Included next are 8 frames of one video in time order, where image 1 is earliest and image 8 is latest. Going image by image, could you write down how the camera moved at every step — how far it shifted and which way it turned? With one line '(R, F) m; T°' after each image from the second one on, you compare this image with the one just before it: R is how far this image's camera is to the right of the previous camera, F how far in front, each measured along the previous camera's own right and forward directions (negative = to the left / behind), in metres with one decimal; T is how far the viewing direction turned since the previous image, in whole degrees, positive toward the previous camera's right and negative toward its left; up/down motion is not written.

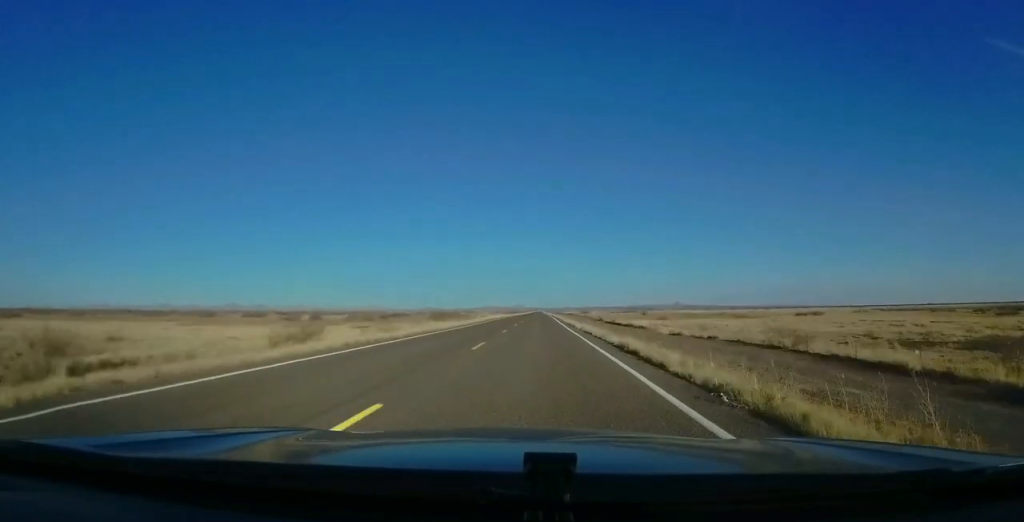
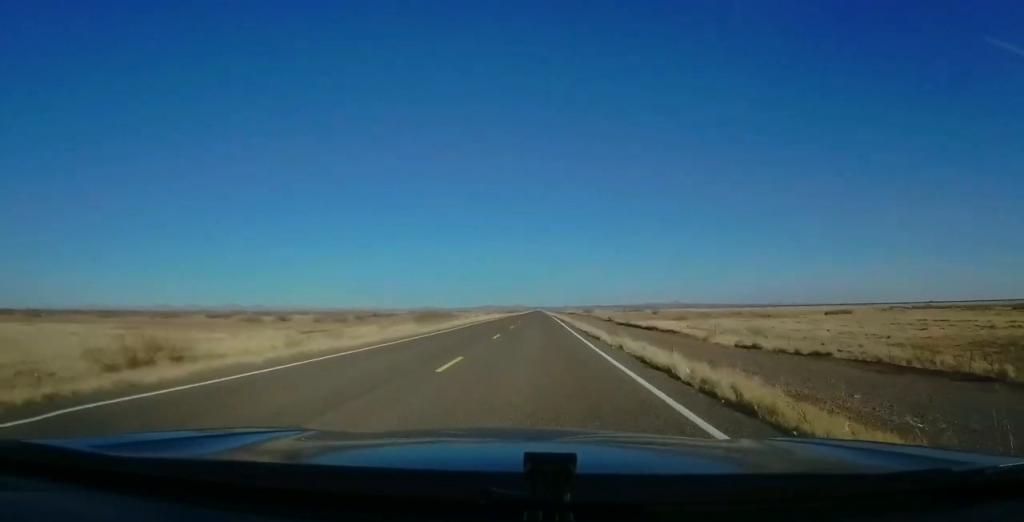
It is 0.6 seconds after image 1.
(0.0, +17.3) m; 0°
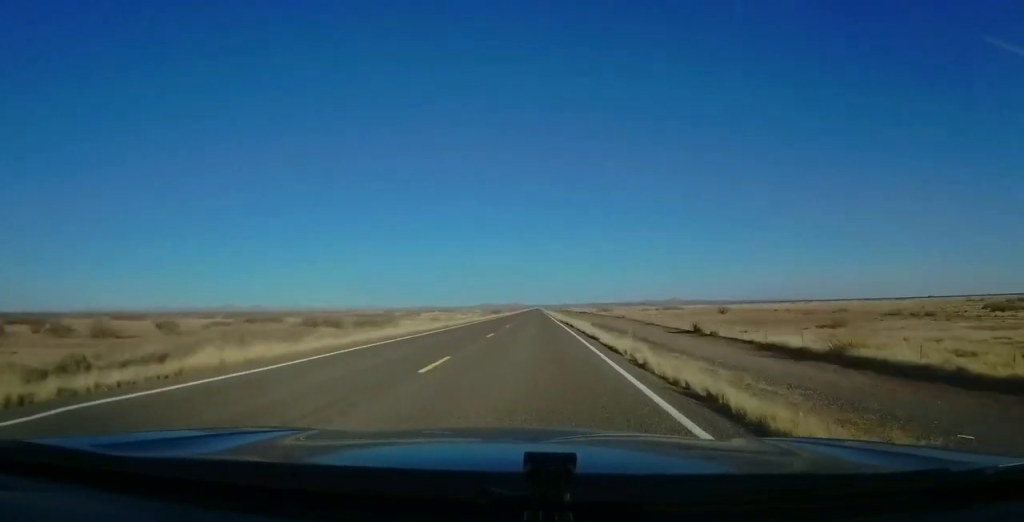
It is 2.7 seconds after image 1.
(+0.4, +61.8) m; 0°
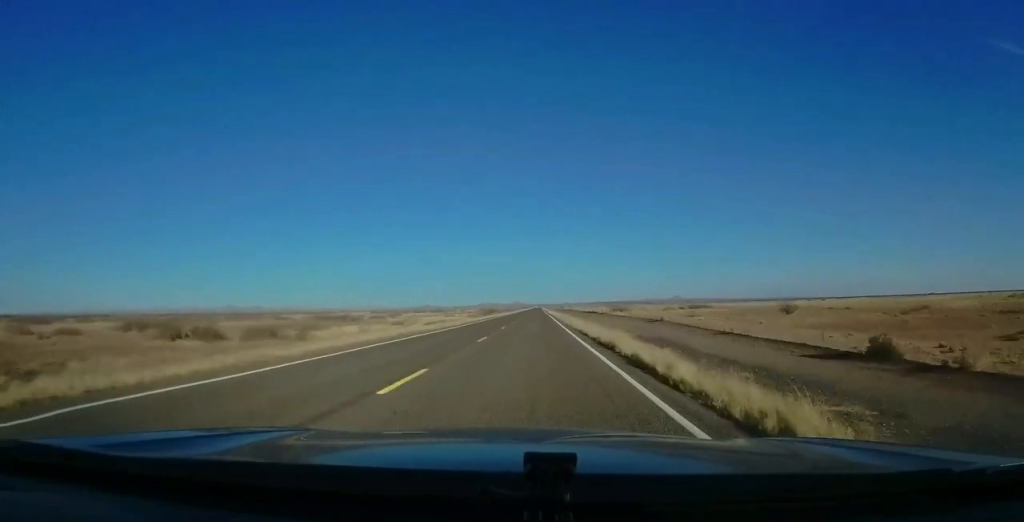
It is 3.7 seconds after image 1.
(-0.1, +26.9) m; 0°
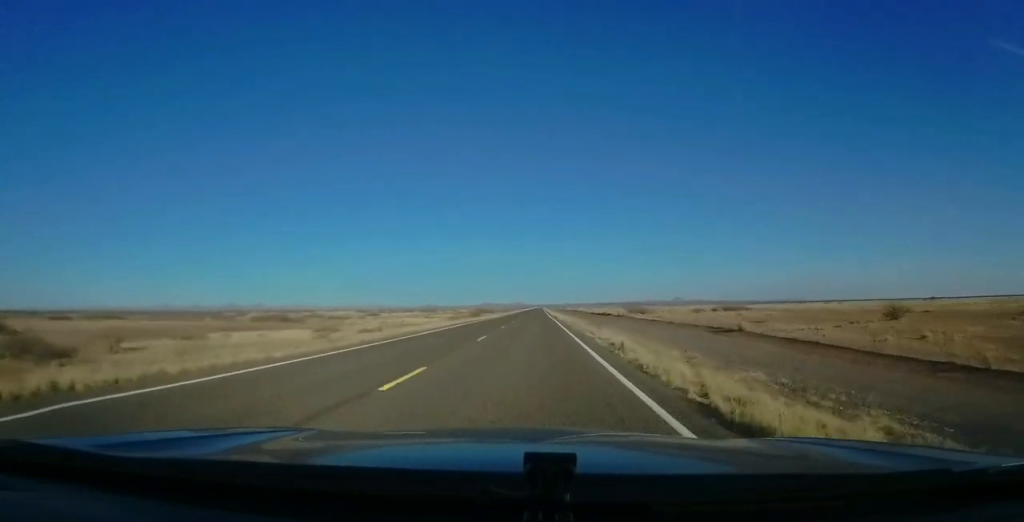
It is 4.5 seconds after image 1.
(+0.2, +24.1) m; 0°
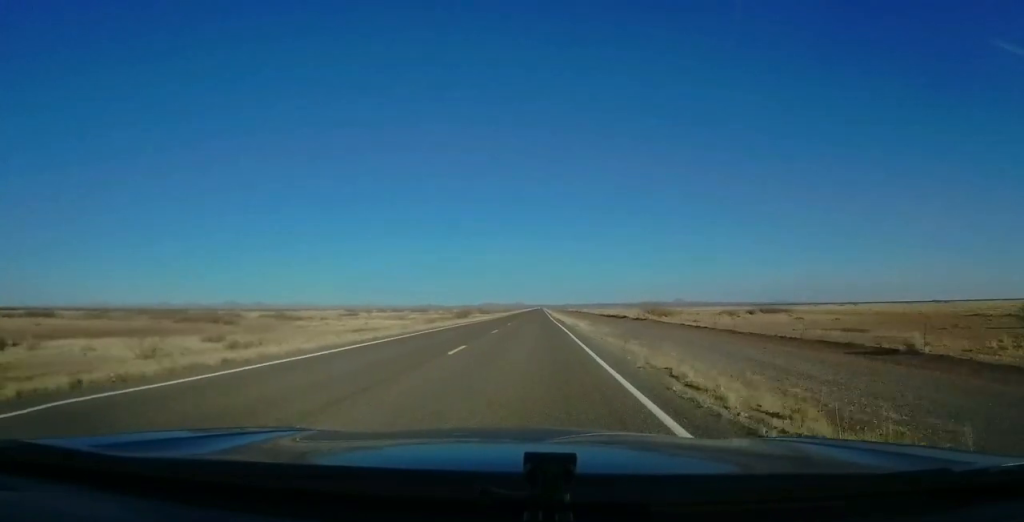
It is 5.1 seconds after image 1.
(+0.2, +18.4) m; 0°
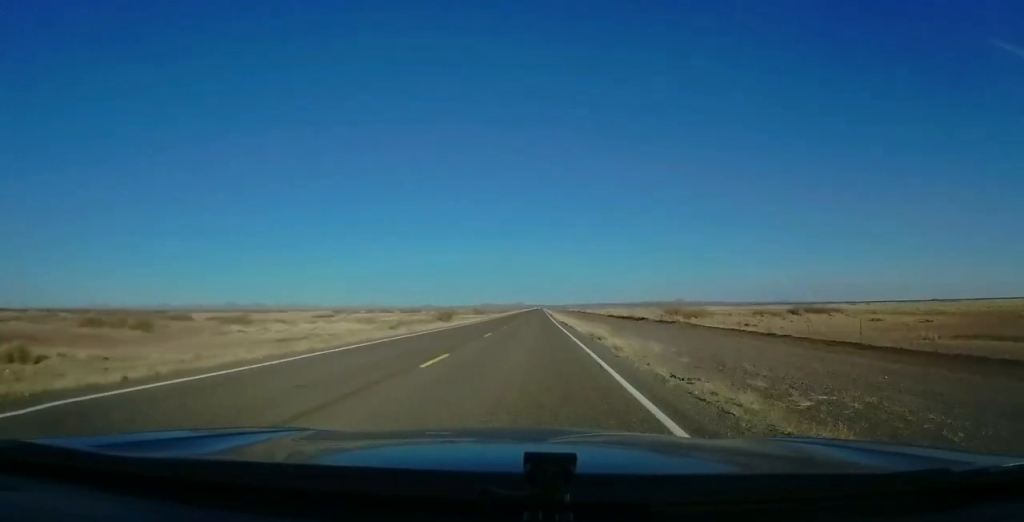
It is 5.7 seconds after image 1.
(-0.2, +15.4) m; 0°
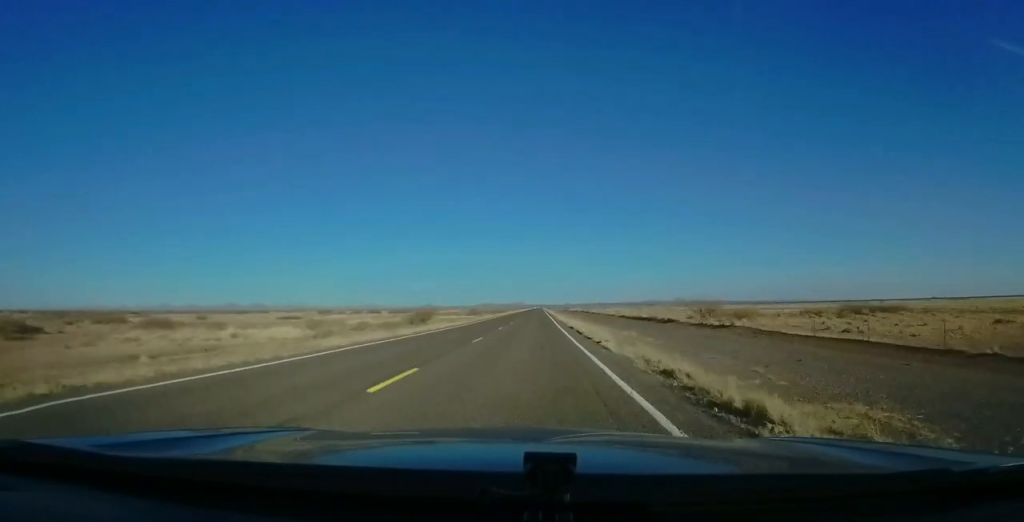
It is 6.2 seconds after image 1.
(-0.1, +15.5) m; 0°
